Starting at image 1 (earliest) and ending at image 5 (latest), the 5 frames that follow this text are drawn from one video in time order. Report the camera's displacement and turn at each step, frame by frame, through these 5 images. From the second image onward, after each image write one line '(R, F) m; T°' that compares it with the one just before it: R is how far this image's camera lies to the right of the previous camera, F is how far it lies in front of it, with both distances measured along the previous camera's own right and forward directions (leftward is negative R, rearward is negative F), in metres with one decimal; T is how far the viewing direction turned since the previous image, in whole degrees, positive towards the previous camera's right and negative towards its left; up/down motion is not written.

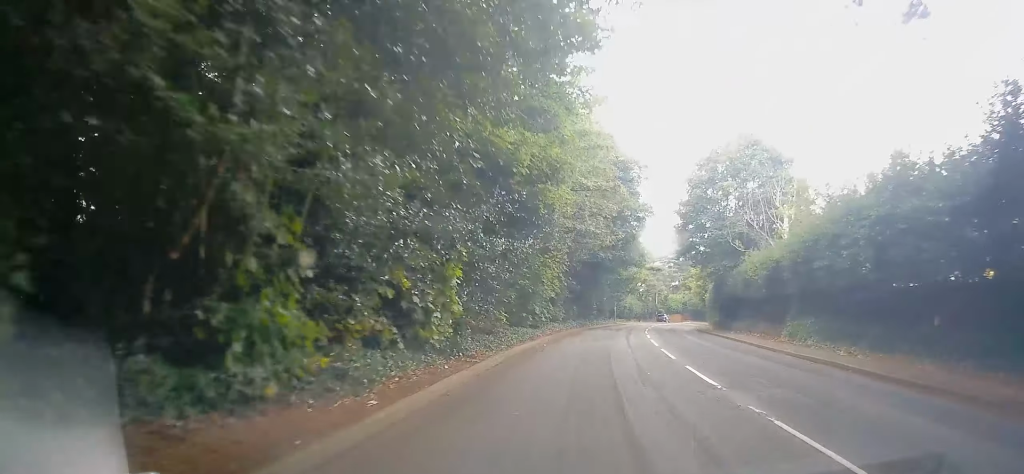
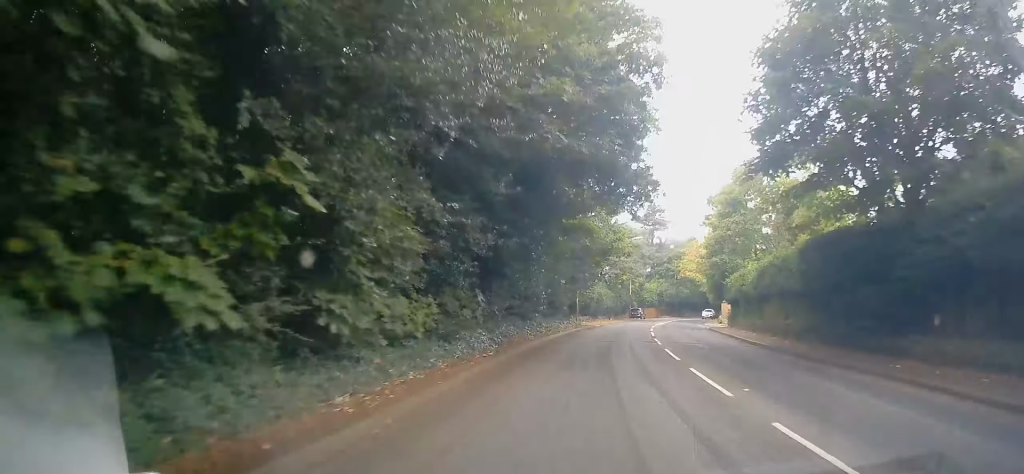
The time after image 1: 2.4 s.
(+0.7, +25.0) m; +4°
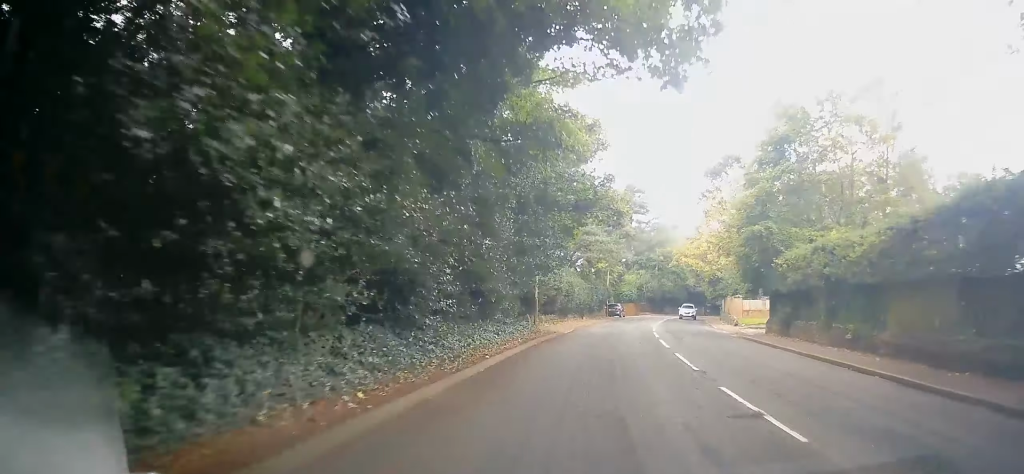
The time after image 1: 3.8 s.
(+0.4, +15.1) m; +2°
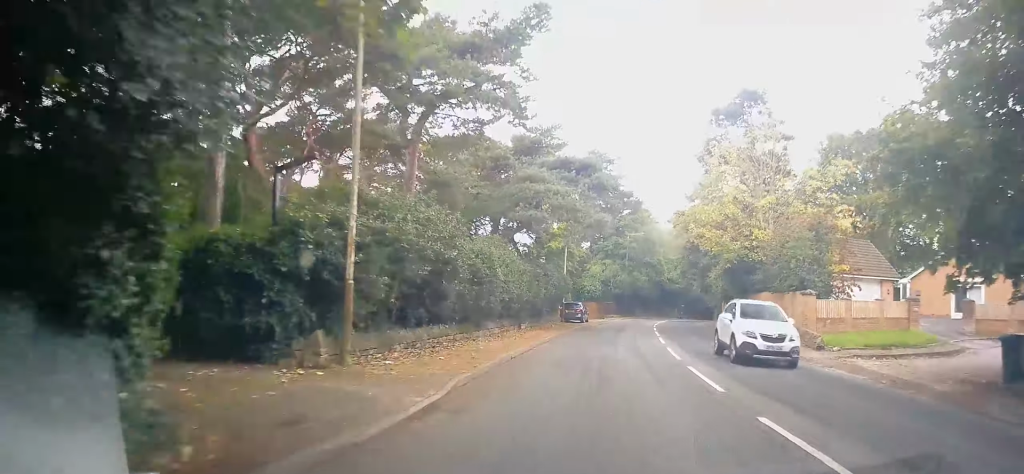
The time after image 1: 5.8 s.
(+1.0, +20.4) m; +8°
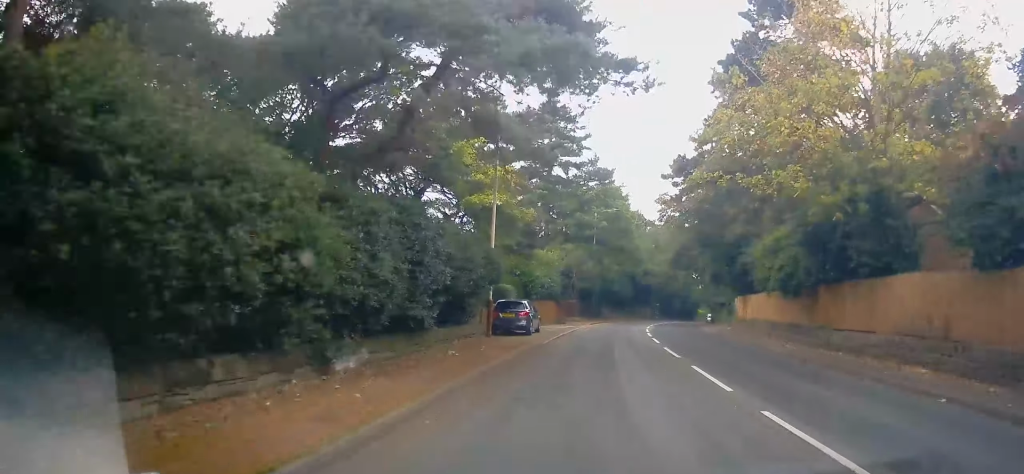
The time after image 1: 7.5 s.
(+0.5, +18.0) m; +2°
